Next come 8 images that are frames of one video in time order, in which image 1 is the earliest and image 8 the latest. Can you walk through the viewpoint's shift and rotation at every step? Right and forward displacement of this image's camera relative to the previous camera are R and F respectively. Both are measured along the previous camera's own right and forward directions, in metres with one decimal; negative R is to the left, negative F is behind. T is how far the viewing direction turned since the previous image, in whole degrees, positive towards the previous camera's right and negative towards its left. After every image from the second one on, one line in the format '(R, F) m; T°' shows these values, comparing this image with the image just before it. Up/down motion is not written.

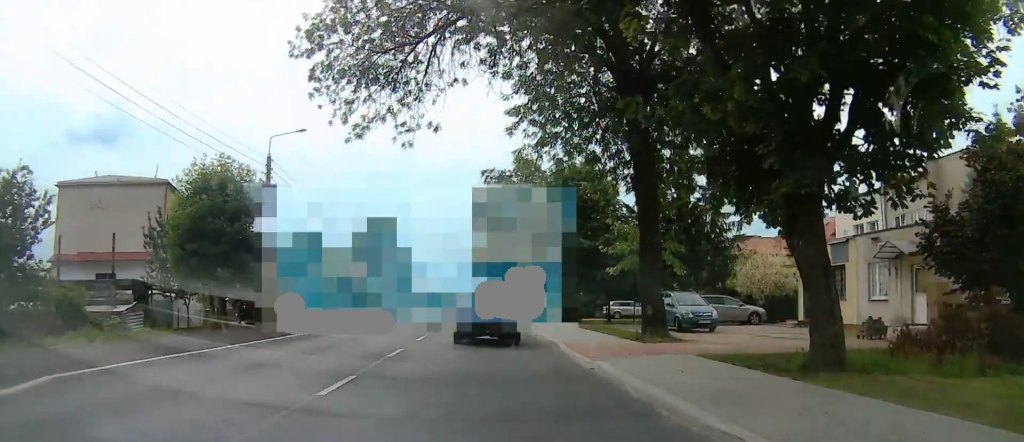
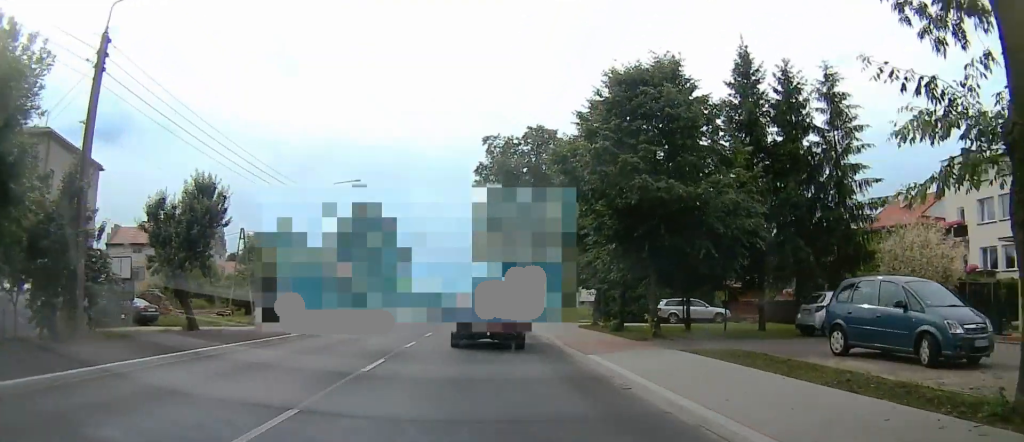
(+0.1, +14.8) m; +1°
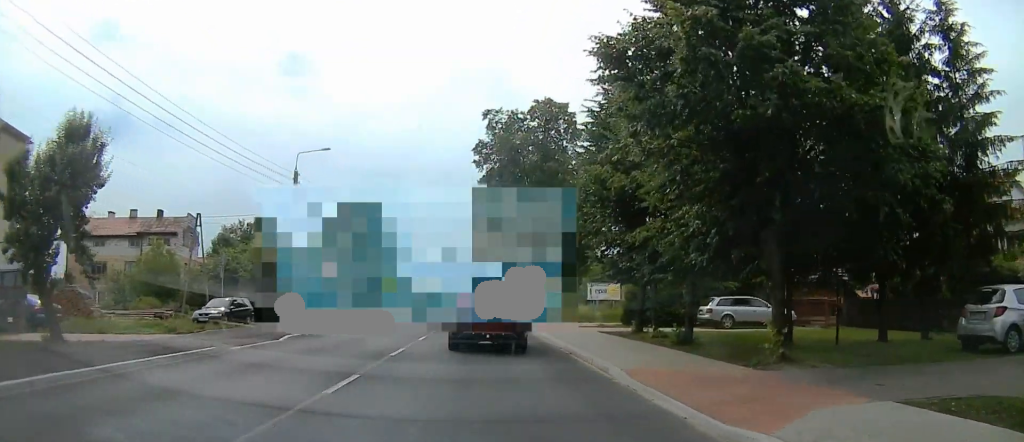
(0.0, +8.4) m; 0°
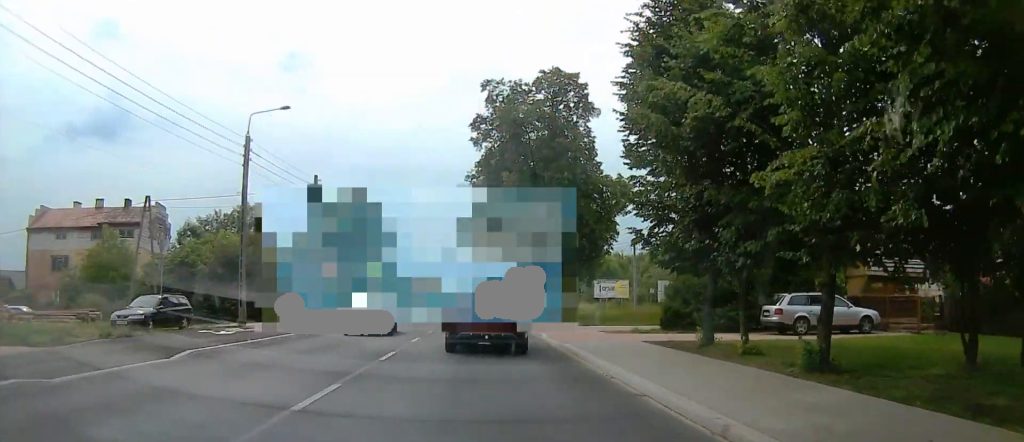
(0.0, +7.1) m; -1°
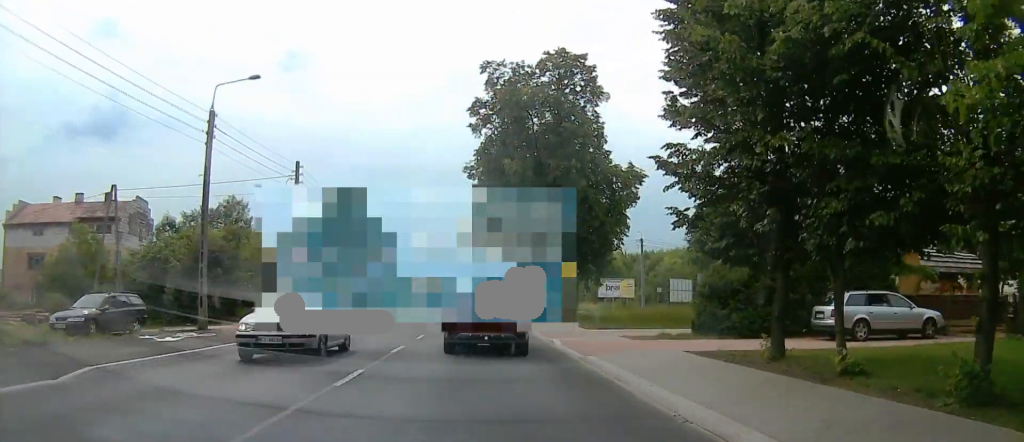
(+0.1, +3.8) m; -2°
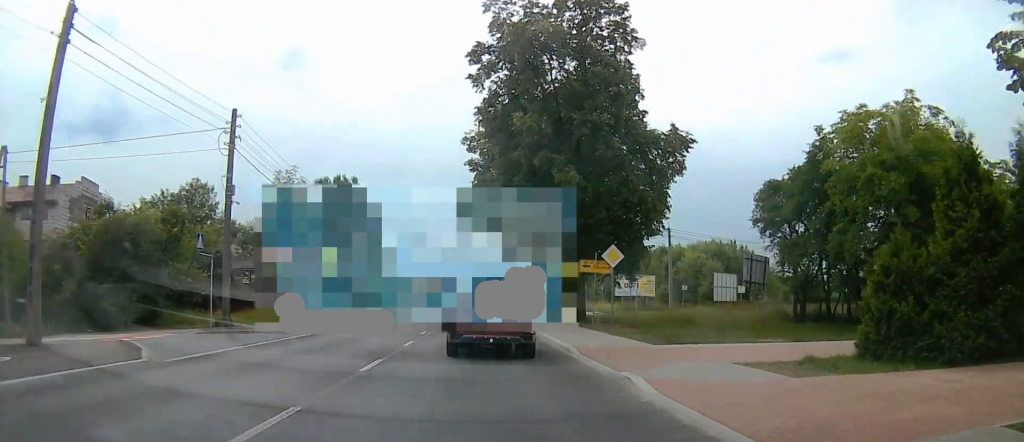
(-0.5, +9.6) m; +1°
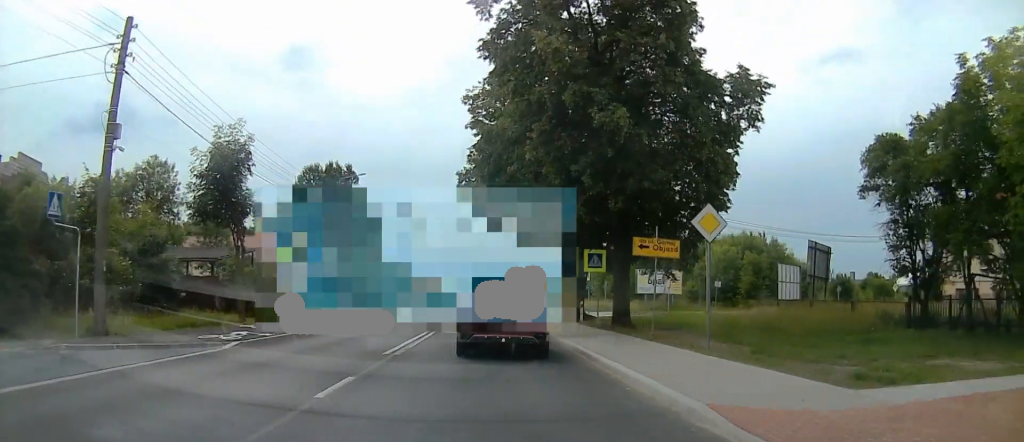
(+0.9, +8.8) m; +5°
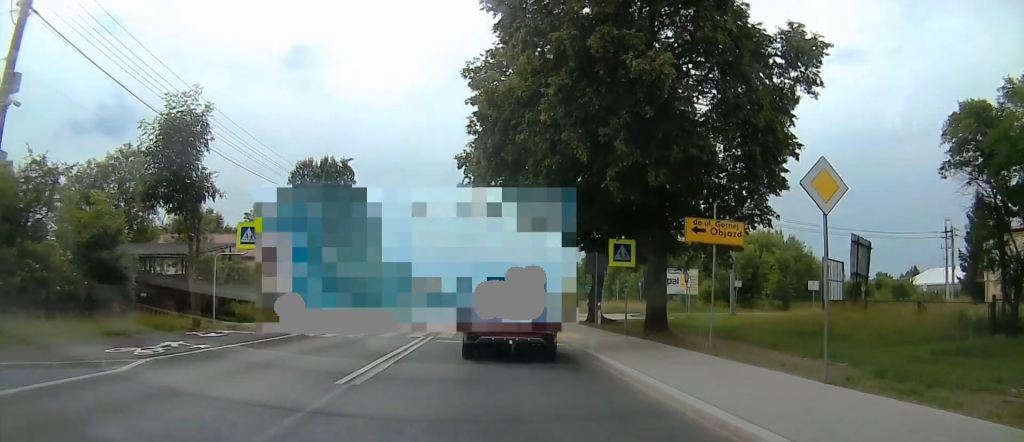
(0.0, +4.6) m; -4°
